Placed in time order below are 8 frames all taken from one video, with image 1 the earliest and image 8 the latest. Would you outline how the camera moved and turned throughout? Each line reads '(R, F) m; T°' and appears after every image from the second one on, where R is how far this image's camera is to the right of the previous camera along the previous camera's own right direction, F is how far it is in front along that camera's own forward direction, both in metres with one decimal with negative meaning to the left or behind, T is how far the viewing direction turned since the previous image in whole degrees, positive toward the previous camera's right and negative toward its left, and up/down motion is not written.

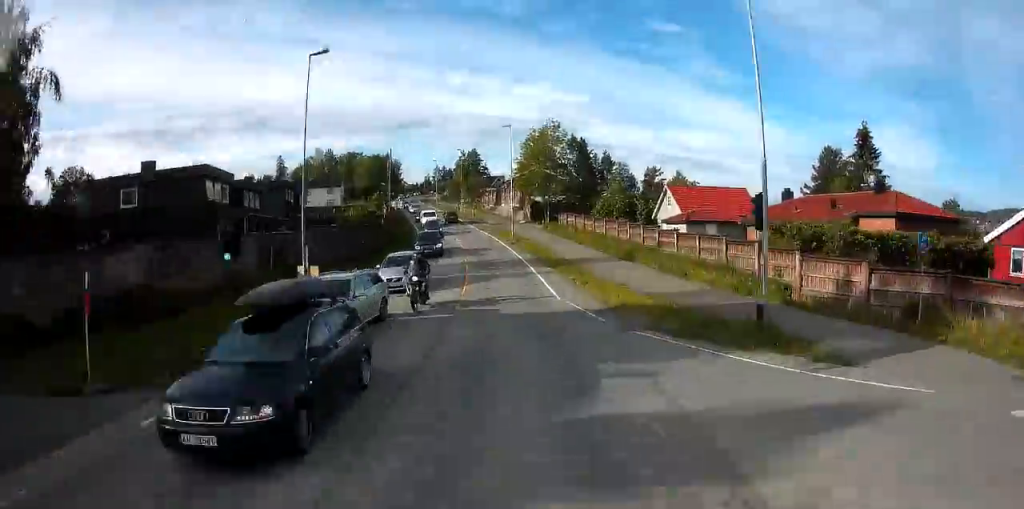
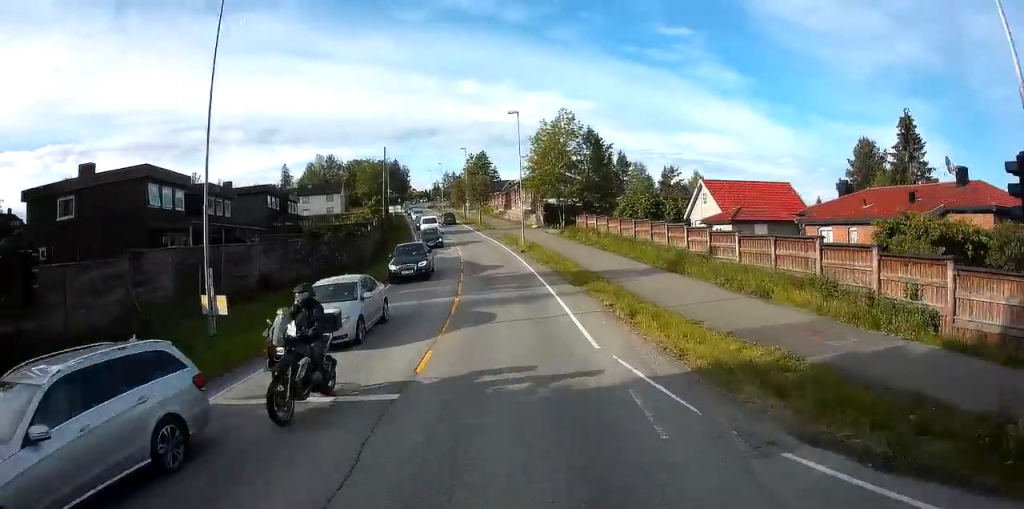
(0.0, +7.6) m; -1°
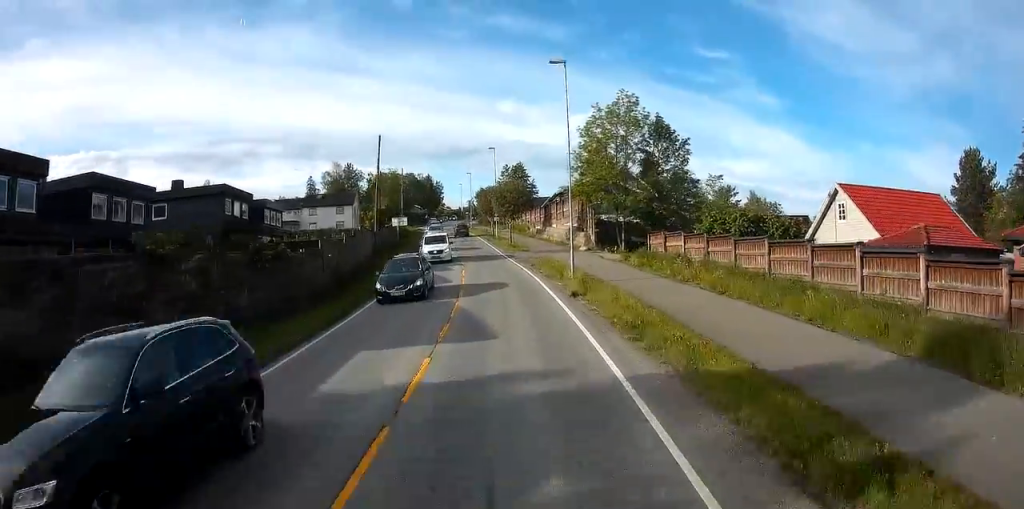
(-0.2, +16.5) m; -3°
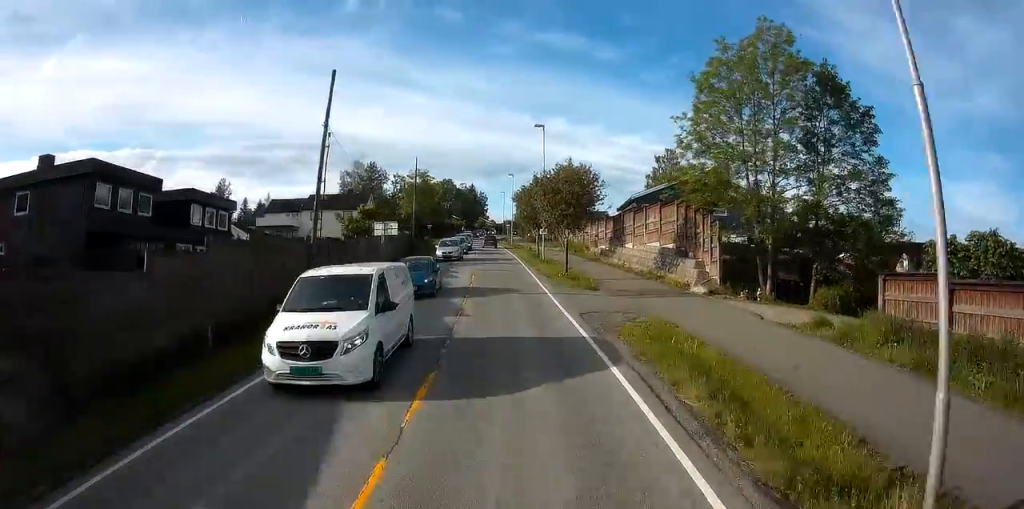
(-1.1, +20.8) m; -5°
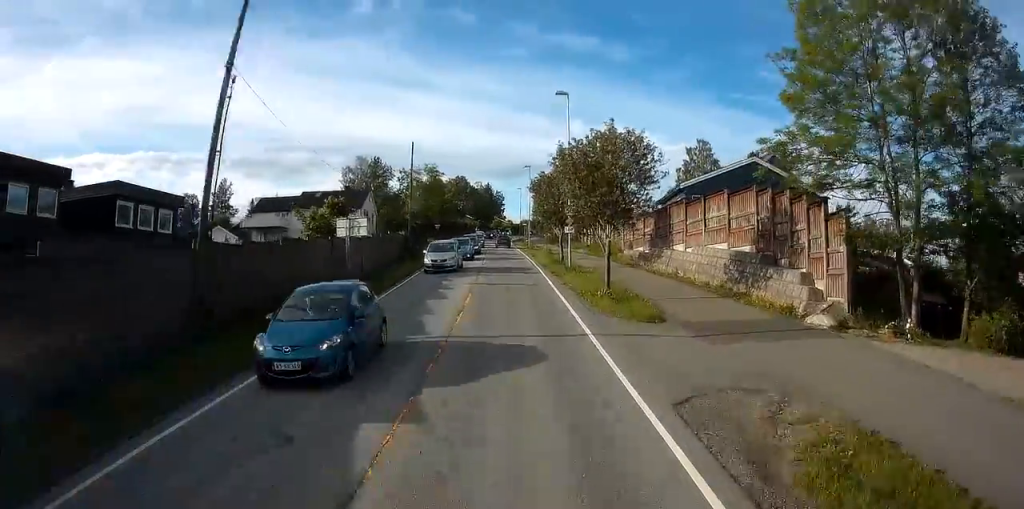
(-0.2, +9.7) m; -2°
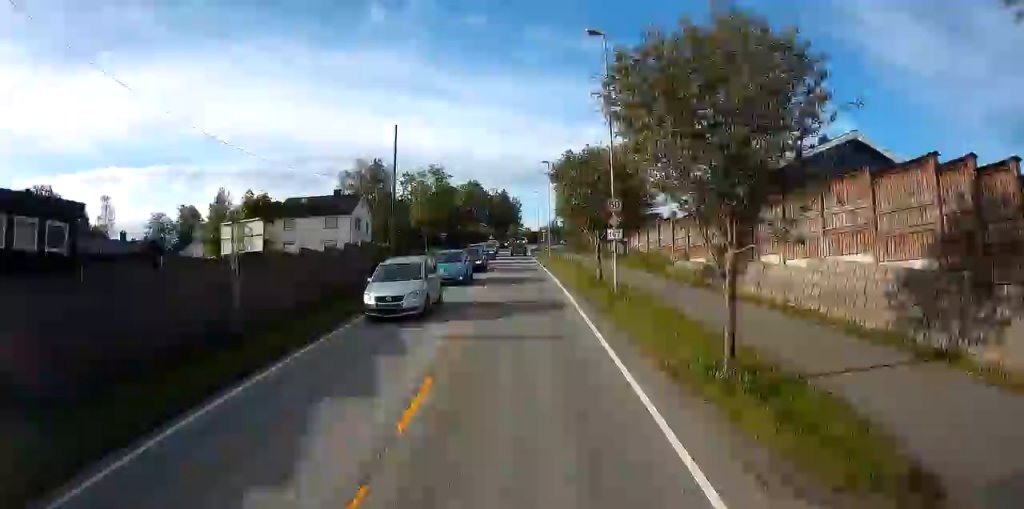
(-0.2, +11.1) m; -2°
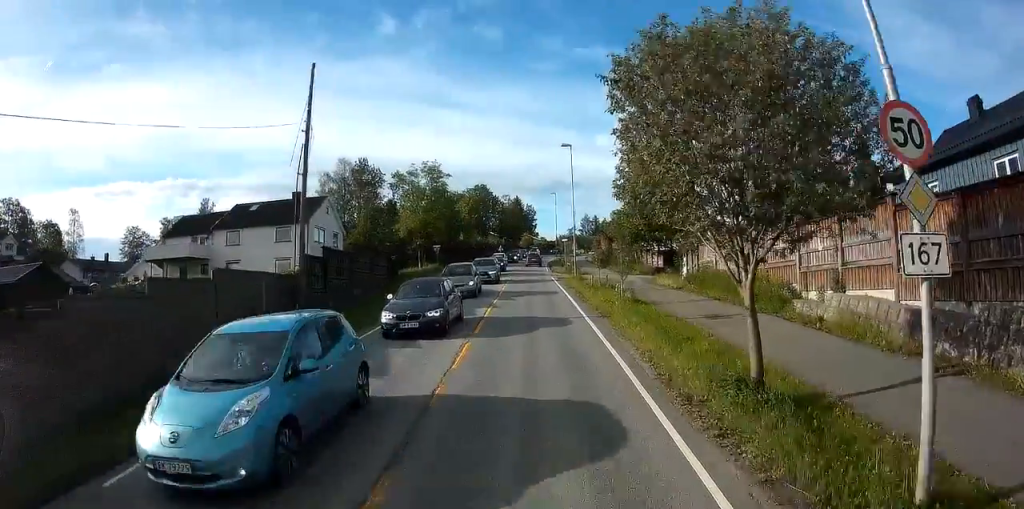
(-0.3, +16.6) m; -2°
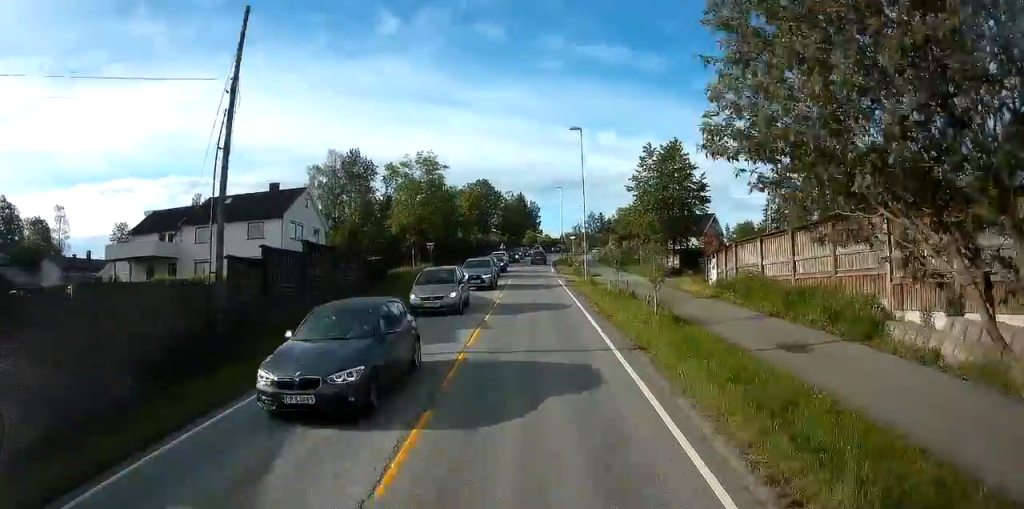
(-0.1, +5.9) m; 0°
